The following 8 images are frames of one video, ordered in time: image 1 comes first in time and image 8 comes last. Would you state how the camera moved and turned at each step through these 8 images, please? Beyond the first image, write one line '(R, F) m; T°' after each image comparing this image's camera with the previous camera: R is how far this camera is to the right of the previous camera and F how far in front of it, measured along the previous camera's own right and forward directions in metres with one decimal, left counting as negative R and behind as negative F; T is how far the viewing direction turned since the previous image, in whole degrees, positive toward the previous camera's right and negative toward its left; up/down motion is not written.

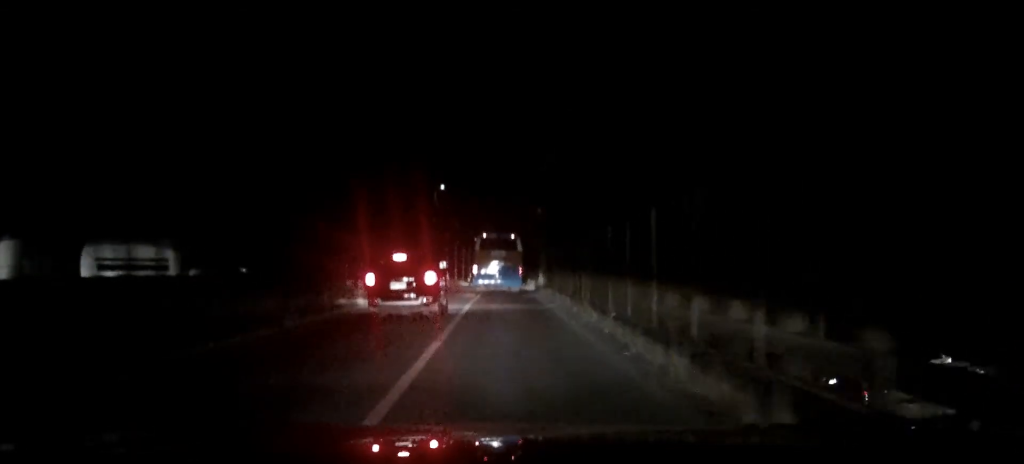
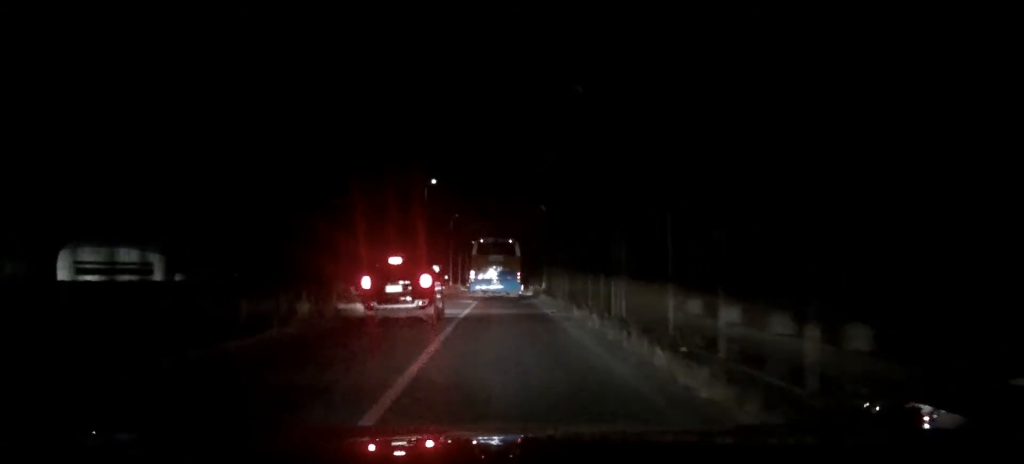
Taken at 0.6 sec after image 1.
(0.0, +7.4) m; 0°
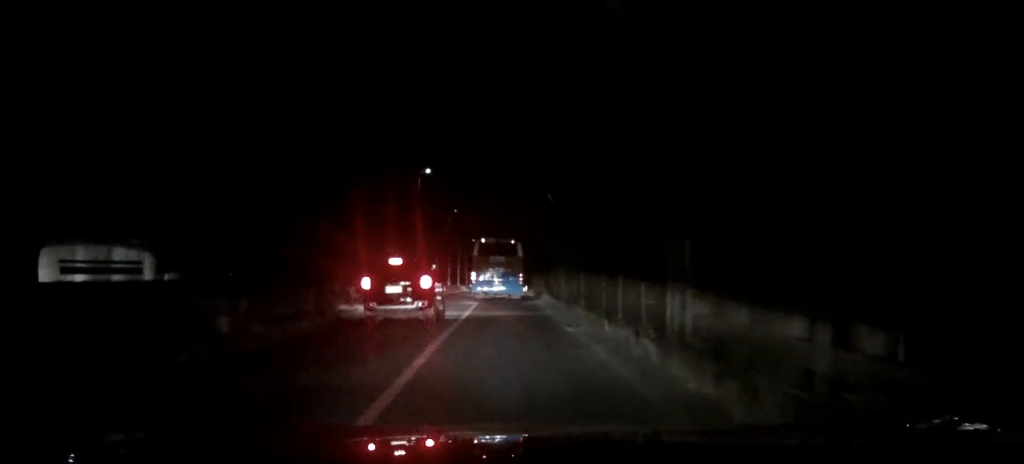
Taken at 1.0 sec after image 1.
(0.0, +6.1) m; 0°
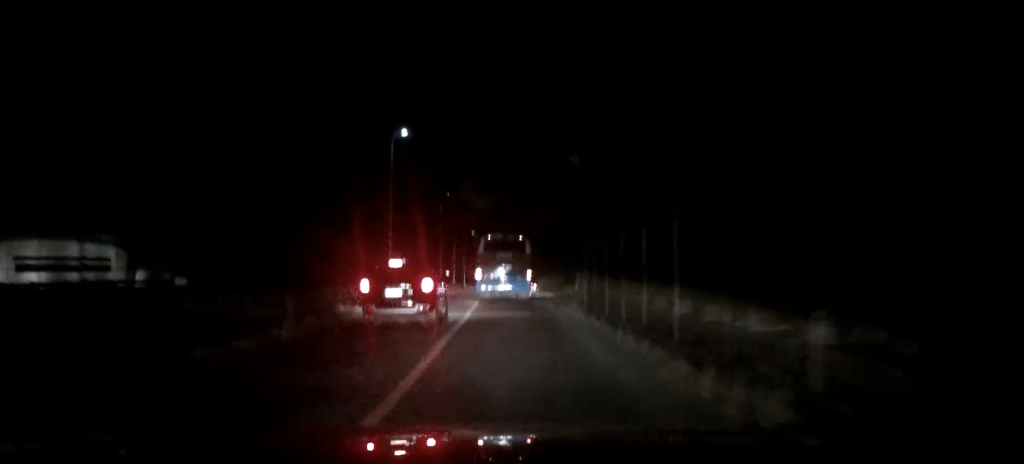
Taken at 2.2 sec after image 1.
(0.0, +14.5) m; 0°
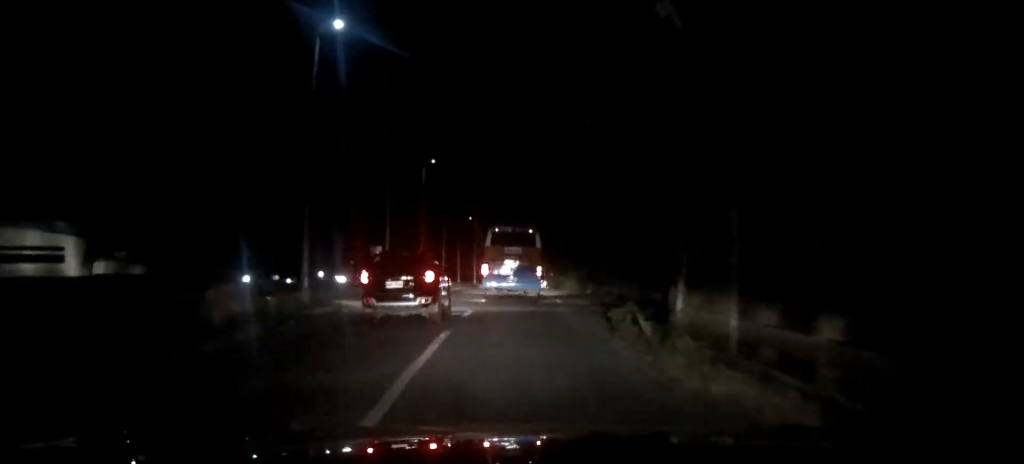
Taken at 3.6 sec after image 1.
(0.0, +17.9) m; 0°
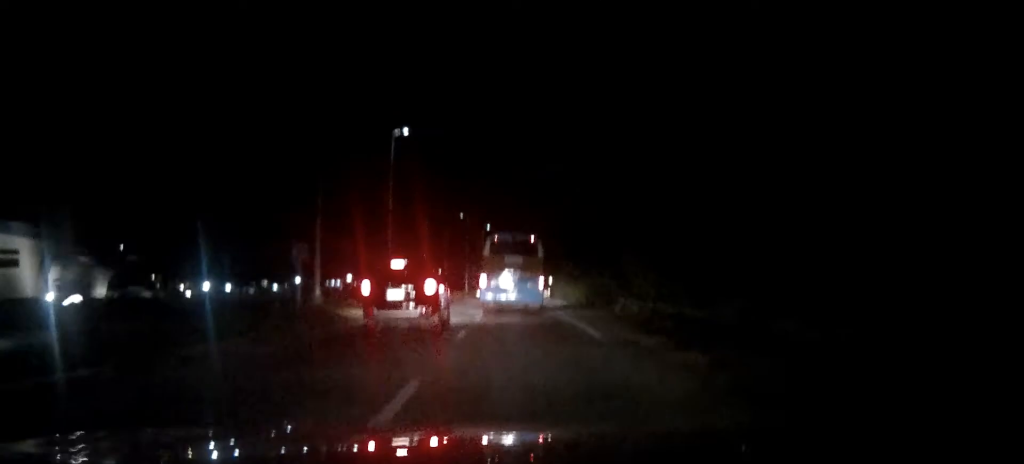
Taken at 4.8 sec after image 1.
(+0.1, +13.4) m; 0°
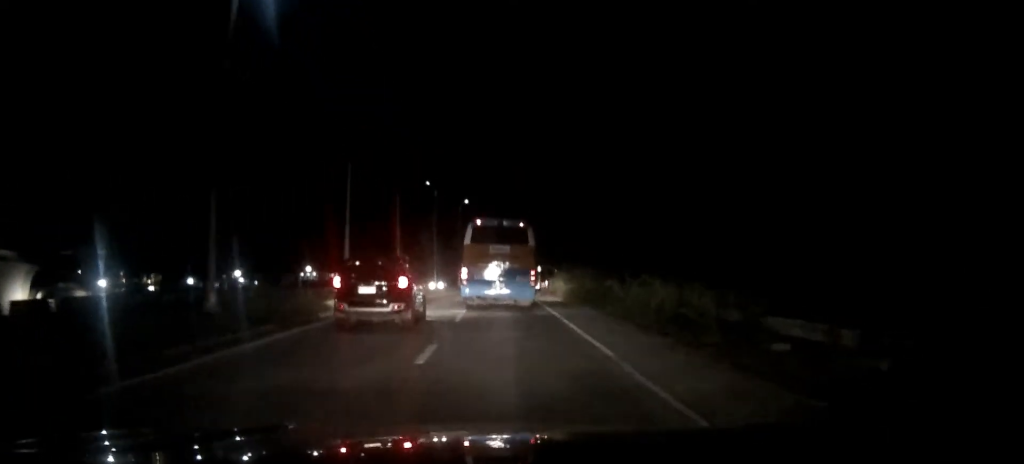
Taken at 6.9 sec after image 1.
(0.0, +22.2) m; 0°
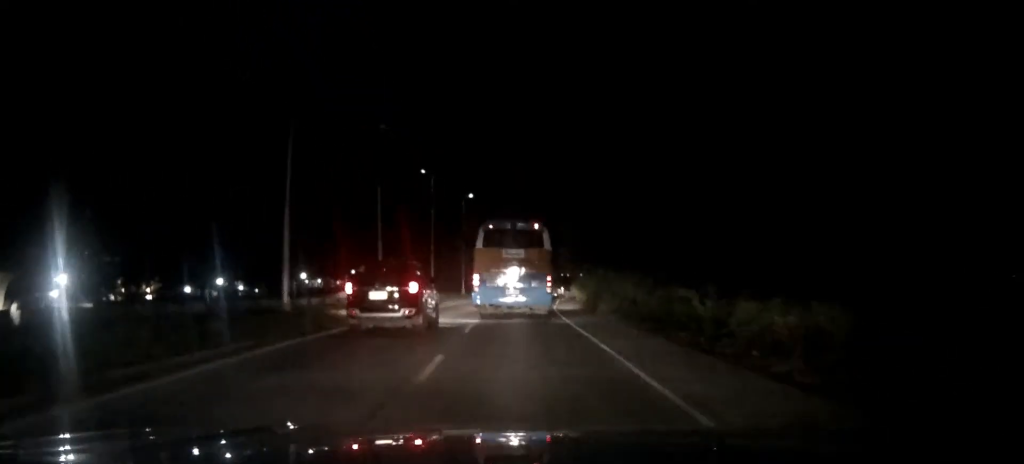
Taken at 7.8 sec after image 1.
(0.0, +10.0) m; -1°
